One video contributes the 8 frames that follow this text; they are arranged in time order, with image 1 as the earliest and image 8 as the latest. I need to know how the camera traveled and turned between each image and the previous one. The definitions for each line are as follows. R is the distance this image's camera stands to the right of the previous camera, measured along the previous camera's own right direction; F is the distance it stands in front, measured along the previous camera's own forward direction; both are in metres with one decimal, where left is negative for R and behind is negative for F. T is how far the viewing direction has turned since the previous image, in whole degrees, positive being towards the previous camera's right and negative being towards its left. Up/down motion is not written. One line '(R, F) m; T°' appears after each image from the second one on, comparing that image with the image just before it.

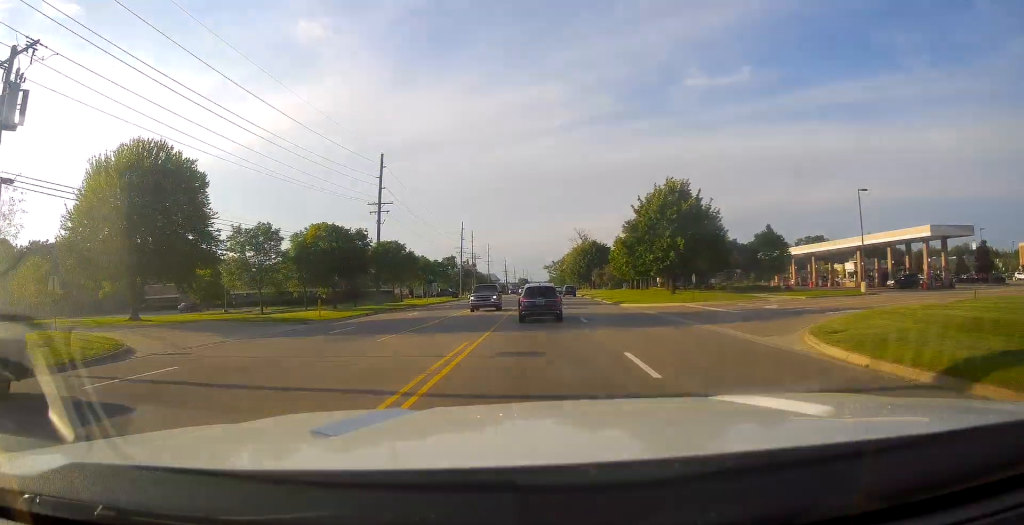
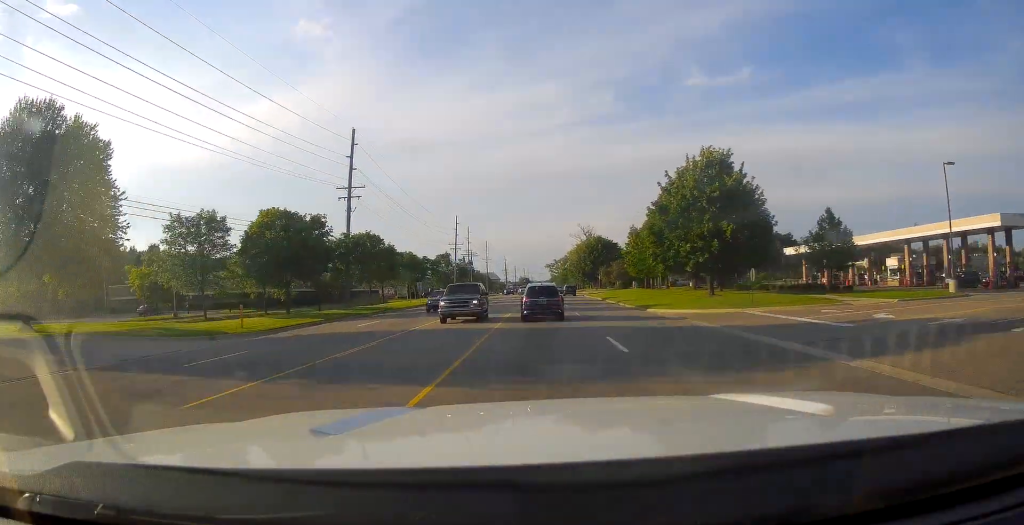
(-0.2, +11.2) m; 0°
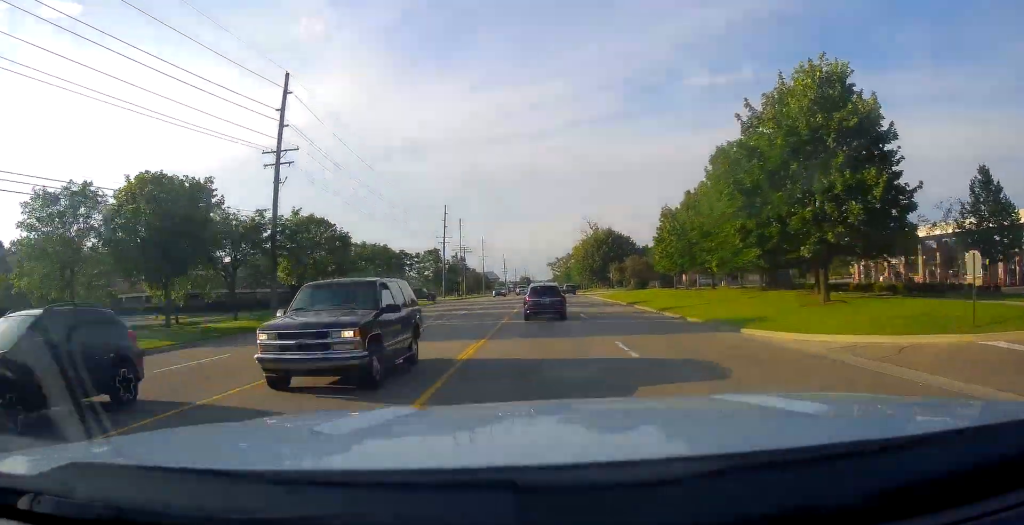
(+0.4, +16.1) m; 0°
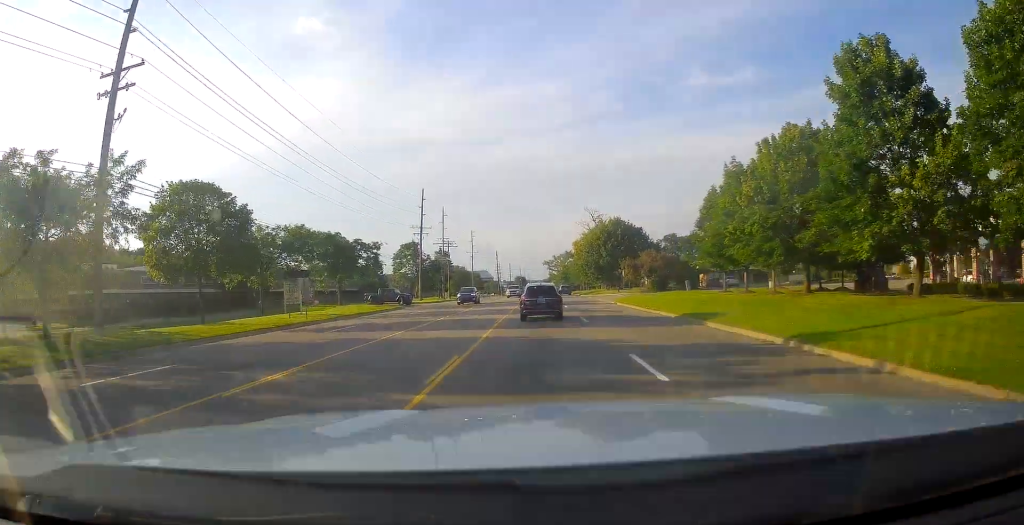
(-0.2, +17.6) m; +1°
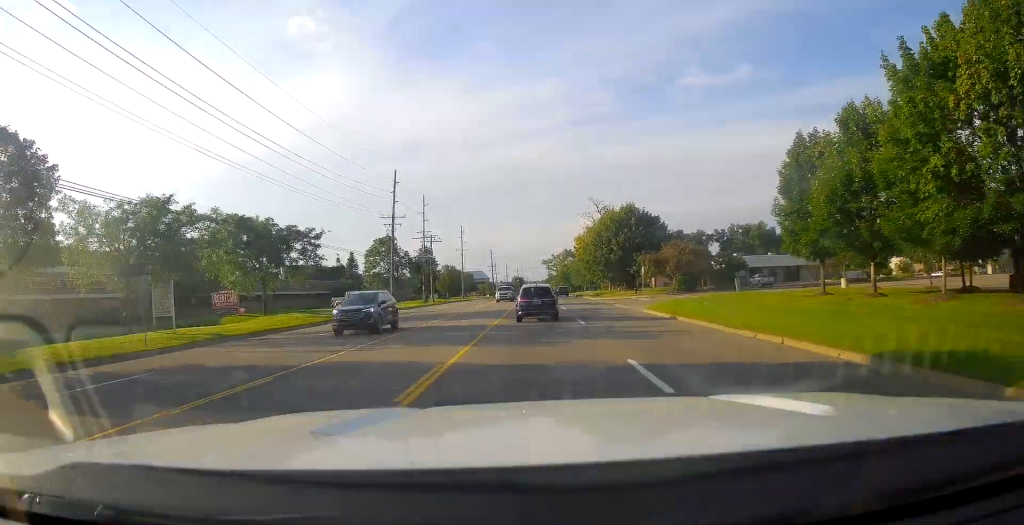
(+0.4, +16.5) m; +1°
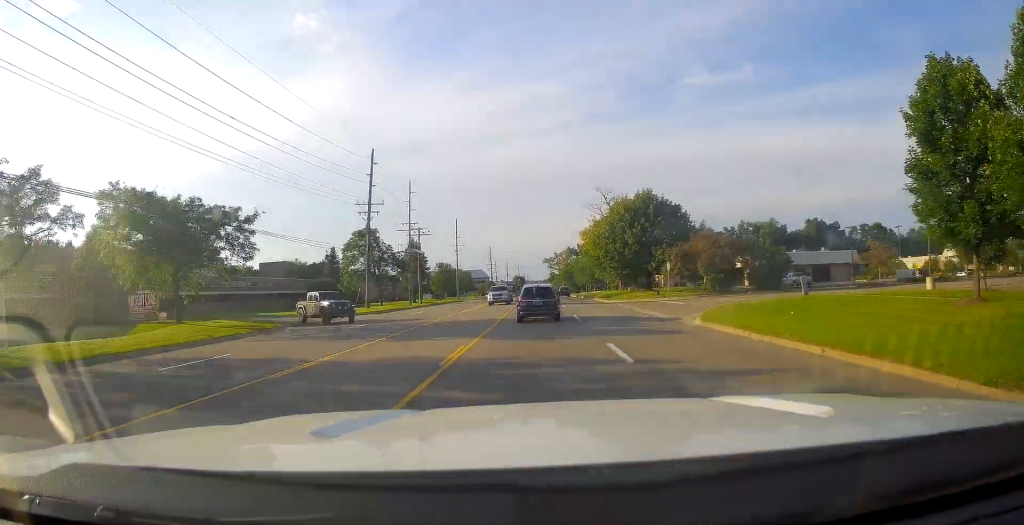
(-0.2, +11.7) m; 0°
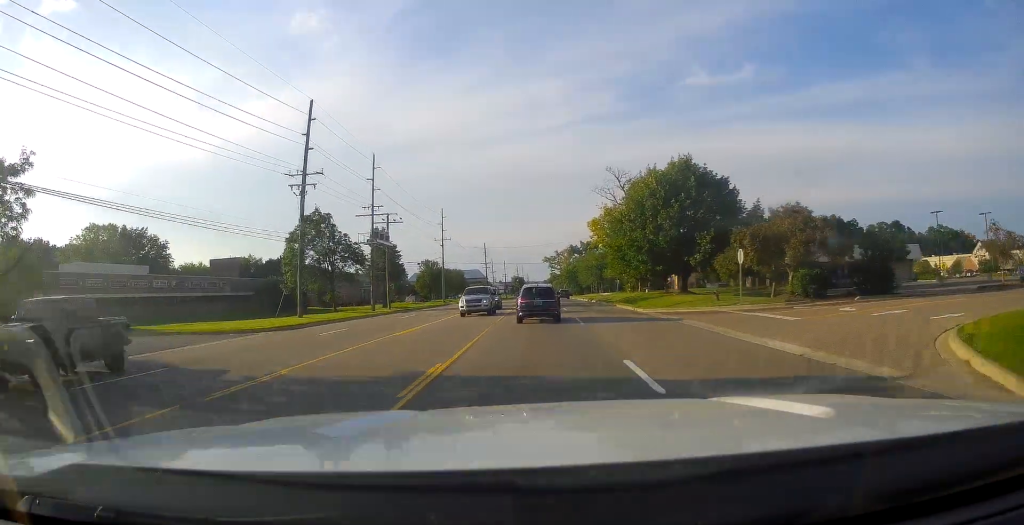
(+0.1, +18.8) m; -1°
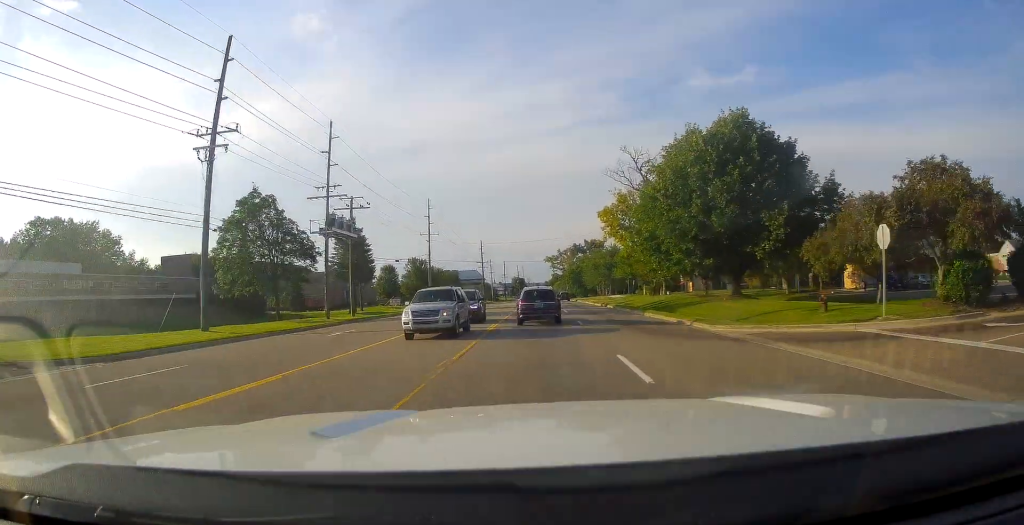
(-0.6, +14.8) m; 0°
